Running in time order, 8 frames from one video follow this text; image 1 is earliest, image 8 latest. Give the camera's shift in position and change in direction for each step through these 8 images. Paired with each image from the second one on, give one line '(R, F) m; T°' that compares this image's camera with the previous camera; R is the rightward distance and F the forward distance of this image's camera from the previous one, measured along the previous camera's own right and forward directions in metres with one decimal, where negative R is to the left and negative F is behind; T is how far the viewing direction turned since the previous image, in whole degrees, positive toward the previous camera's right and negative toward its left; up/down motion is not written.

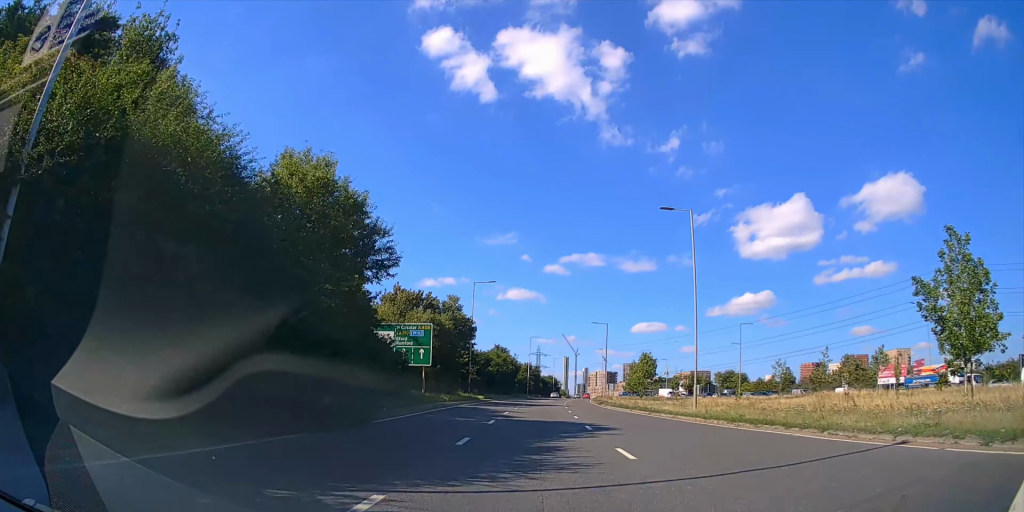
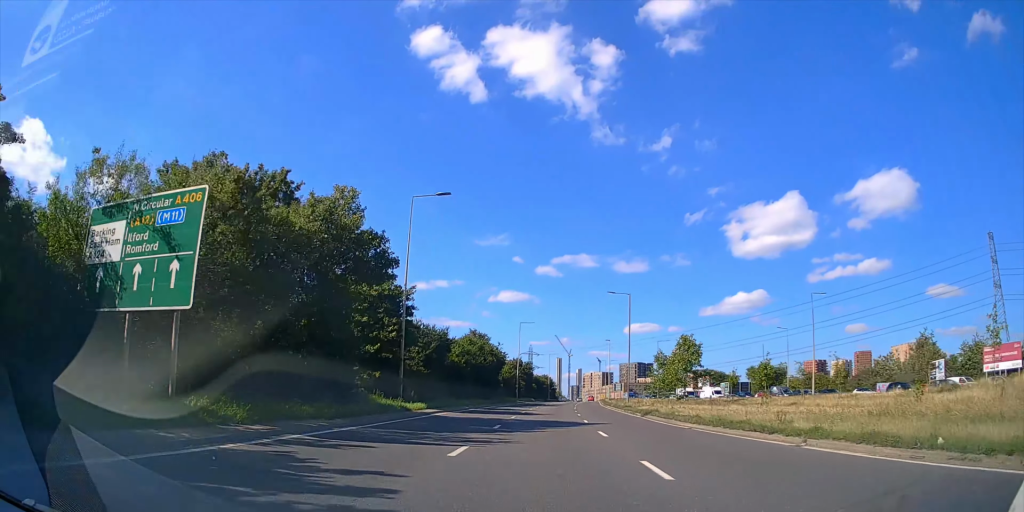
(-0.1, +31.7) m; +1°
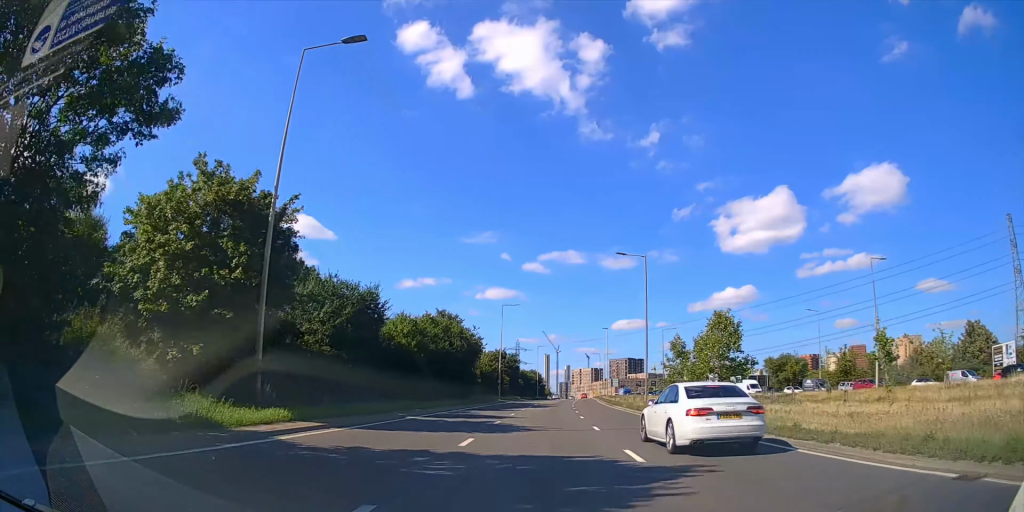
(+0.2, +16.9) m; +1°
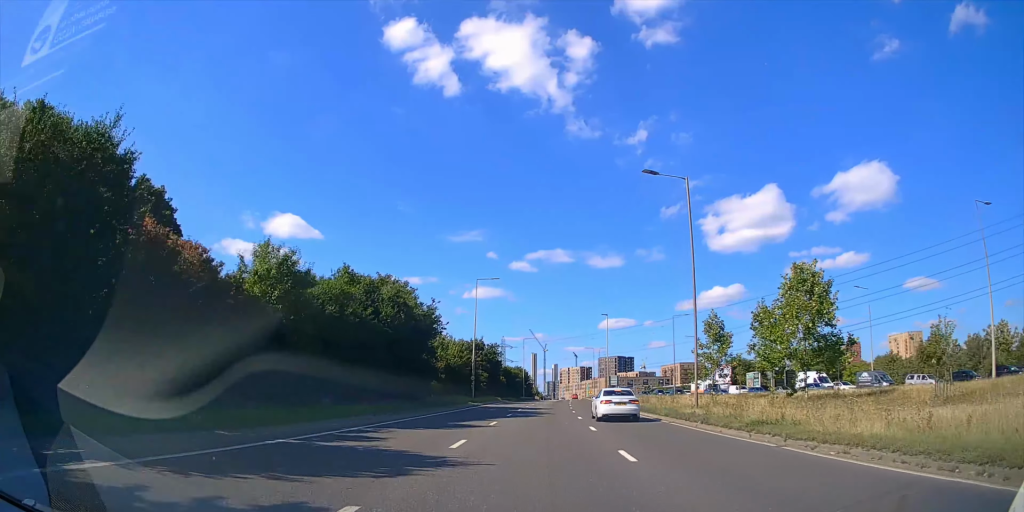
(+0.1, +17.6) m; +1°
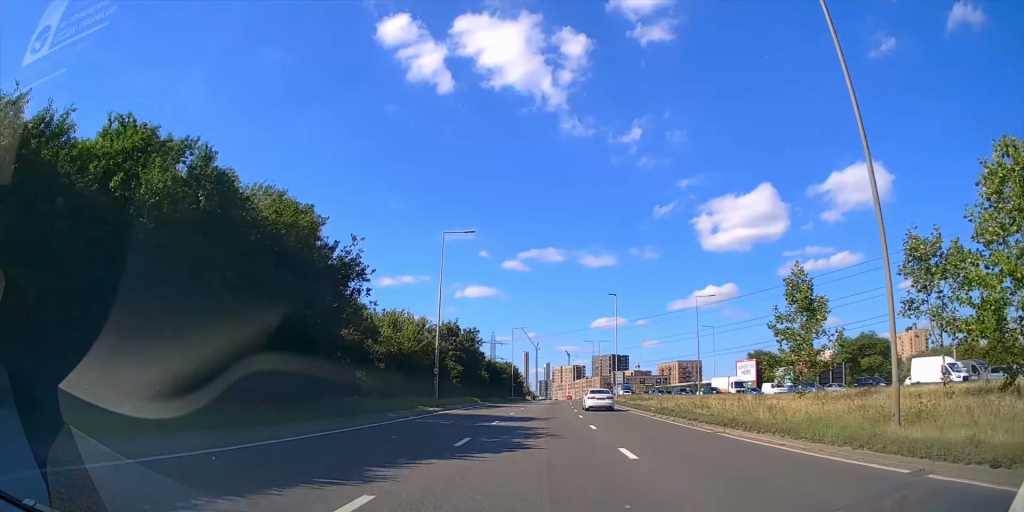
(+0.2, +15.2) m; +1°
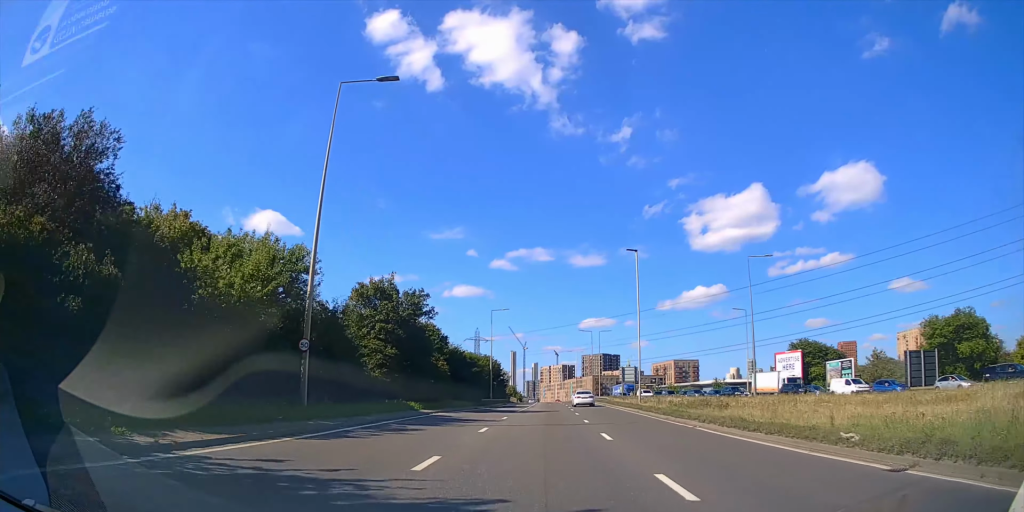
(+0.3, +22.2) m; +1°
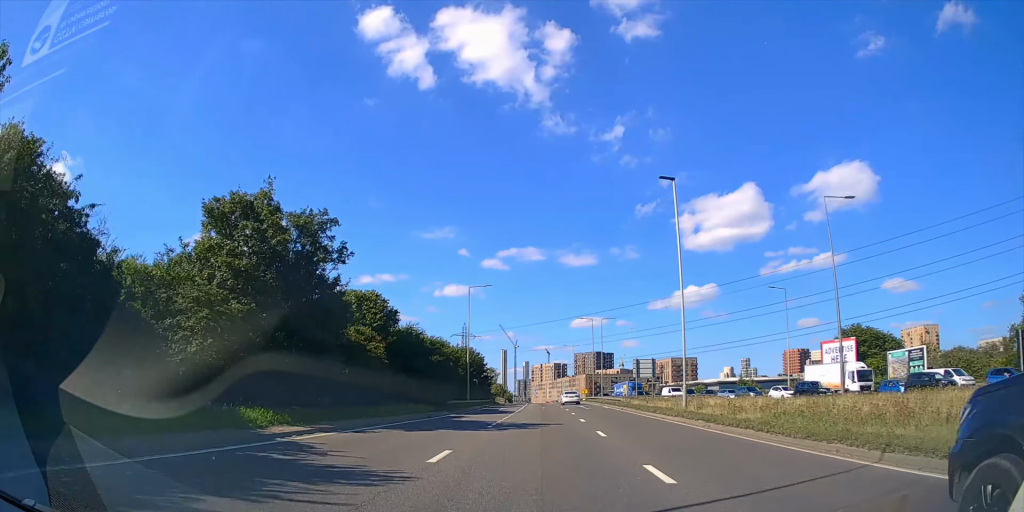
(0.0, +14.9) m; +1°
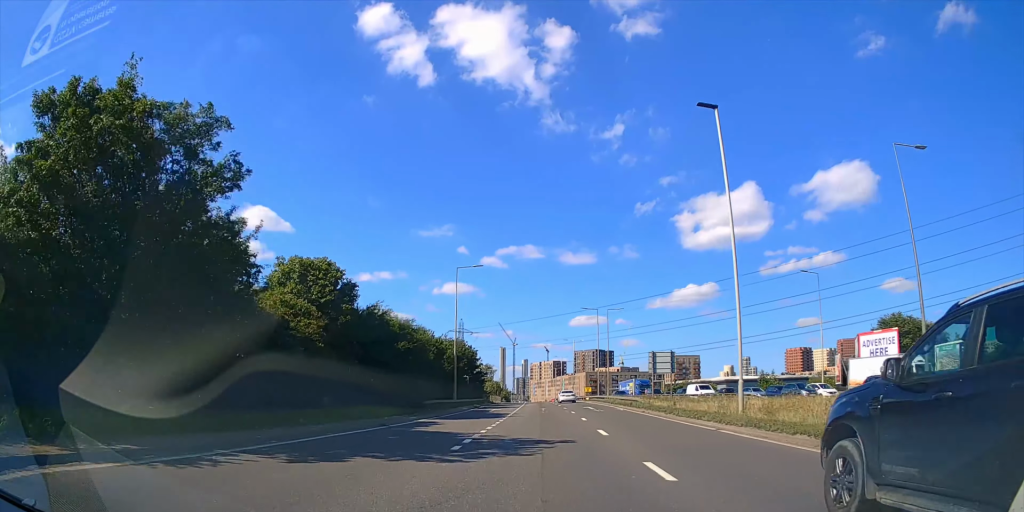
(0.0, +8.5) m; 0°
